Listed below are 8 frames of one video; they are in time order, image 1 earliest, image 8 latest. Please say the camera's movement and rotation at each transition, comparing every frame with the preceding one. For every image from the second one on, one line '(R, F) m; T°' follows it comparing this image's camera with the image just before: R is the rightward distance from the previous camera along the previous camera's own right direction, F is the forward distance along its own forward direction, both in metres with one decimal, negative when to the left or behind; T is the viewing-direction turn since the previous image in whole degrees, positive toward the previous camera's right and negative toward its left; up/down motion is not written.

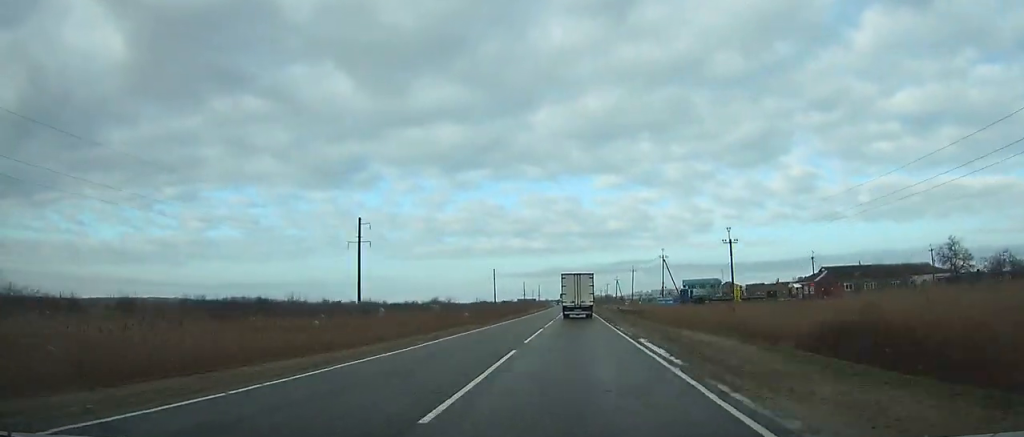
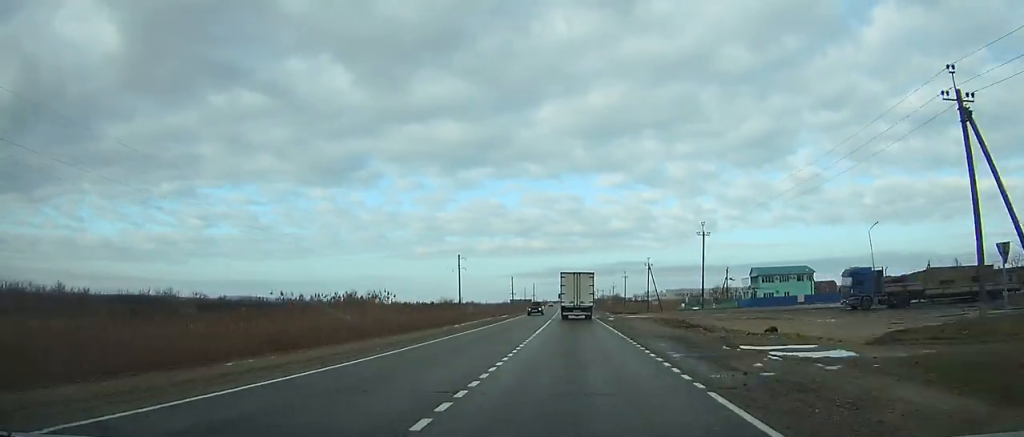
(-0.2, +79.5) m; 0°
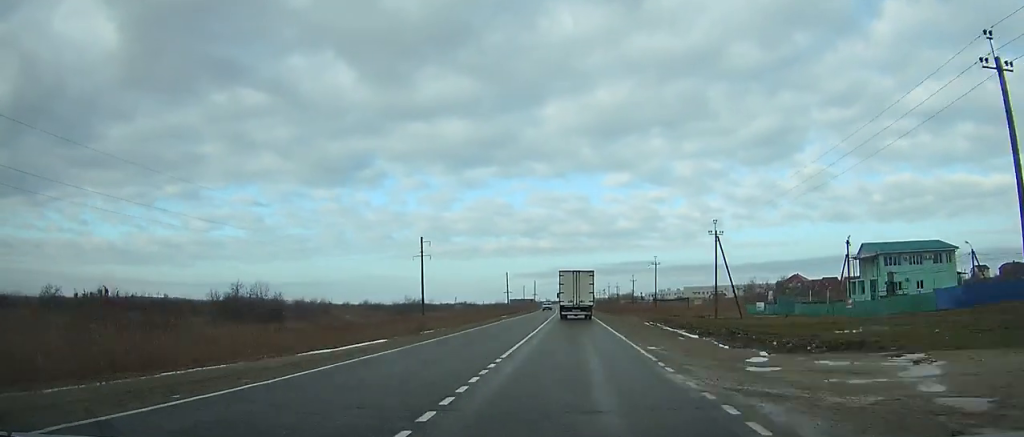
(-0.1, +49.1) m; -1°
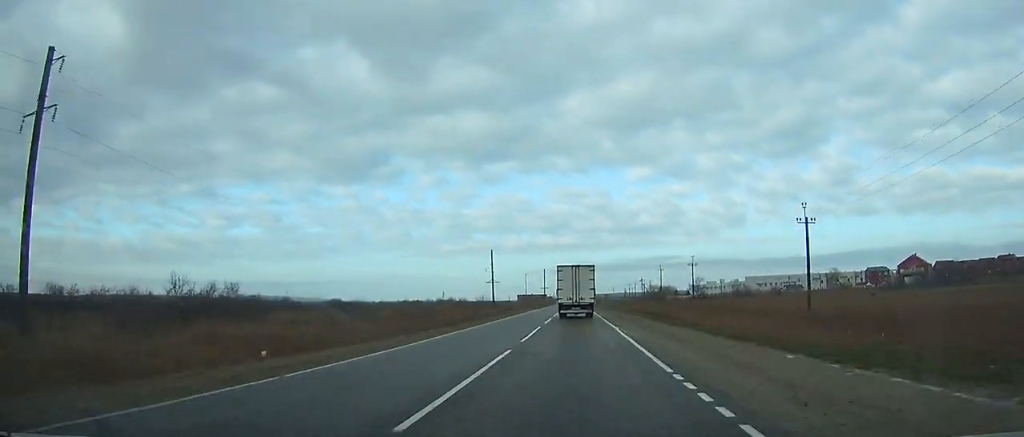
(-1.7, +102.0) m; -2°
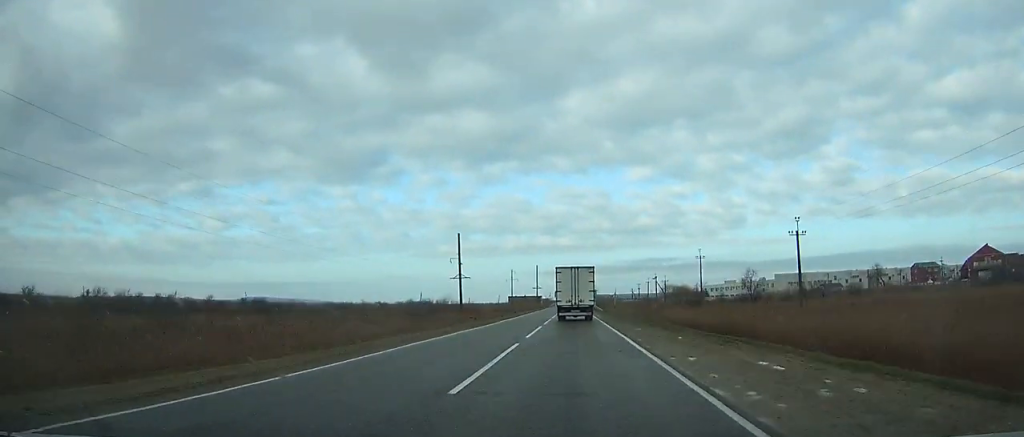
(-0.2, +45.6) m; 0°
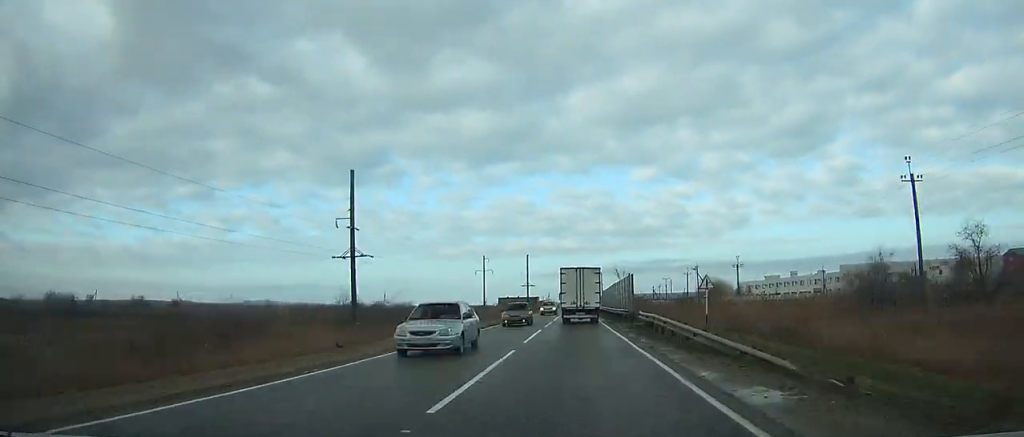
(-0.1, +60.7) m; 0°
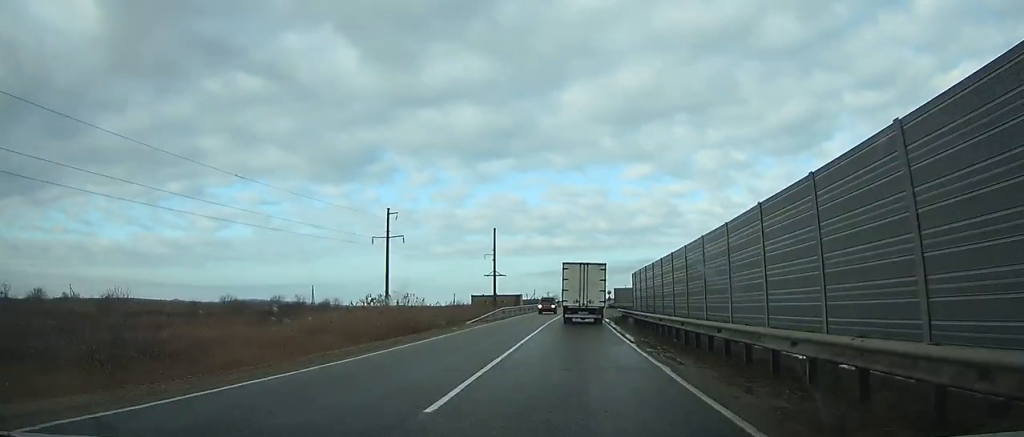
(+0.3, +59.4) m; +2°
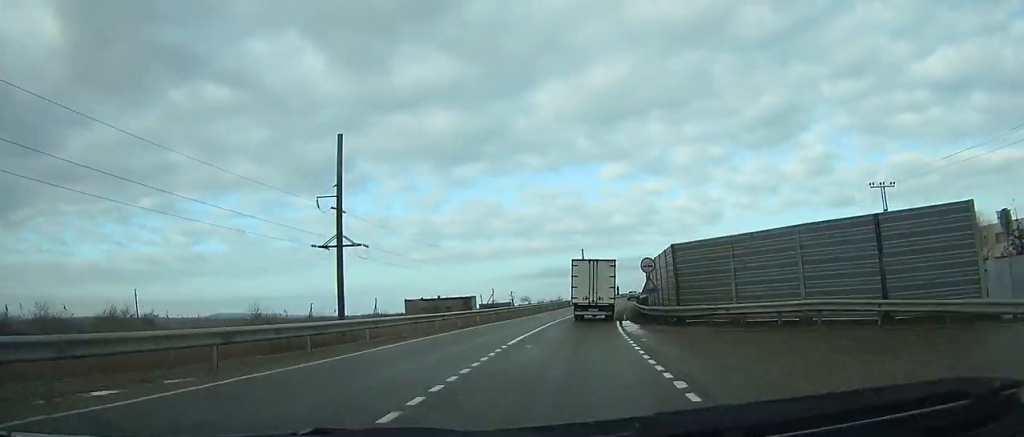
(+1.6, +68.2) m; +4°
